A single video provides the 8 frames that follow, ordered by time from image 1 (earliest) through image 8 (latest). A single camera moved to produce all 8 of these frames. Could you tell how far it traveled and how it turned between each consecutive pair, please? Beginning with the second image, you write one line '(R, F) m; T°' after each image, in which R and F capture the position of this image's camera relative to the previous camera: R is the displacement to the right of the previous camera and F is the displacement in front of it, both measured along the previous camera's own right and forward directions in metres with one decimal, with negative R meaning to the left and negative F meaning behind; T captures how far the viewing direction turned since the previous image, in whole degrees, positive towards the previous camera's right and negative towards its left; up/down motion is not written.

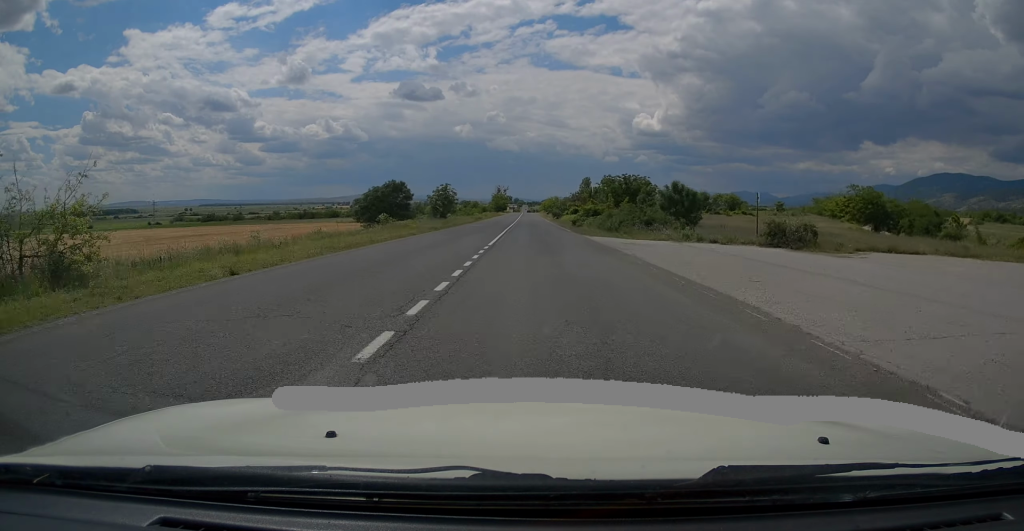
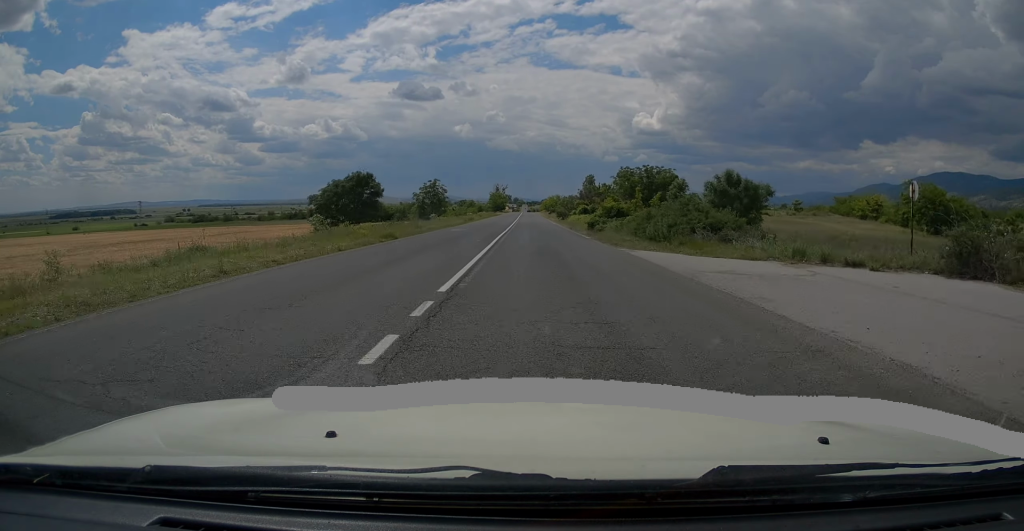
(-0.1, +12.3) m; +1°
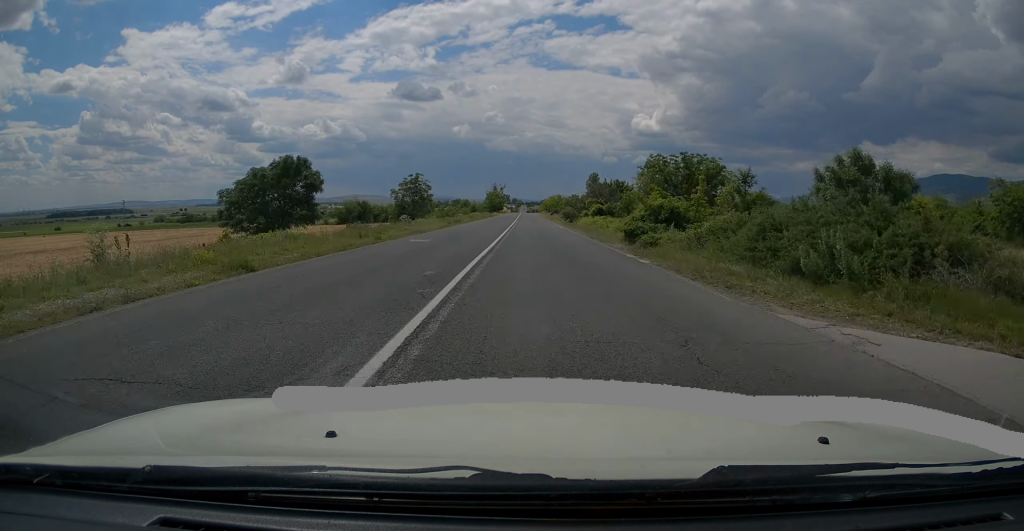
(+0.3, +13.8) m; 0°
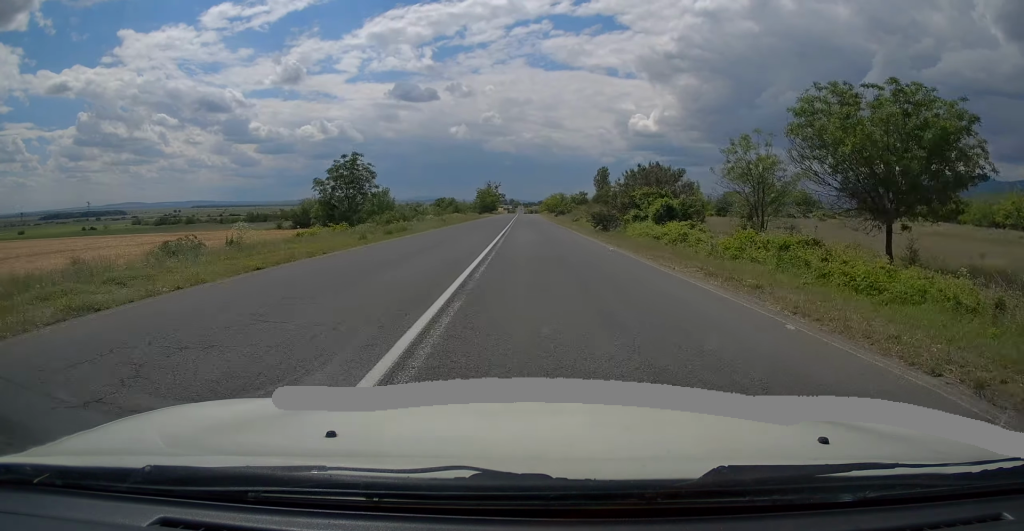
(-0.2, +26.1) m; 0°
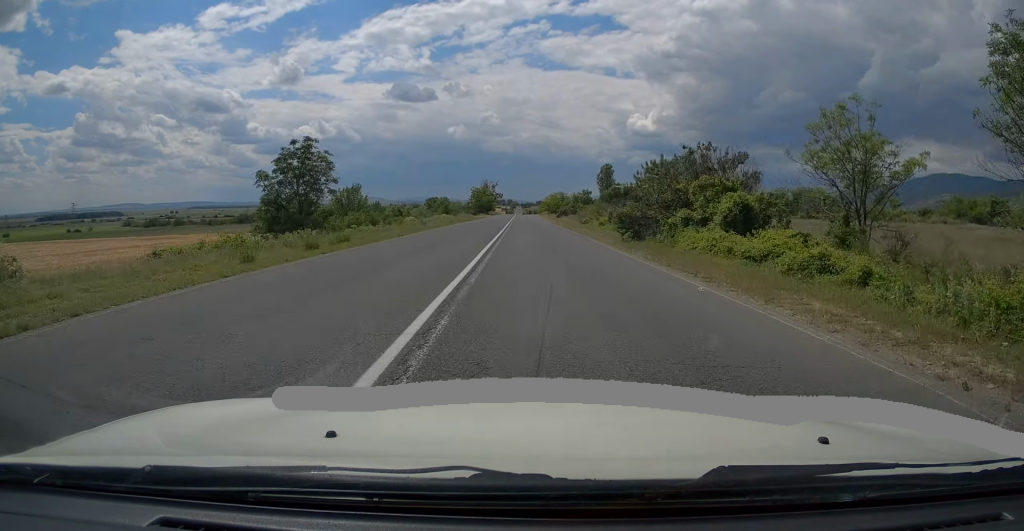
(0.0, +9.9) m; 0°
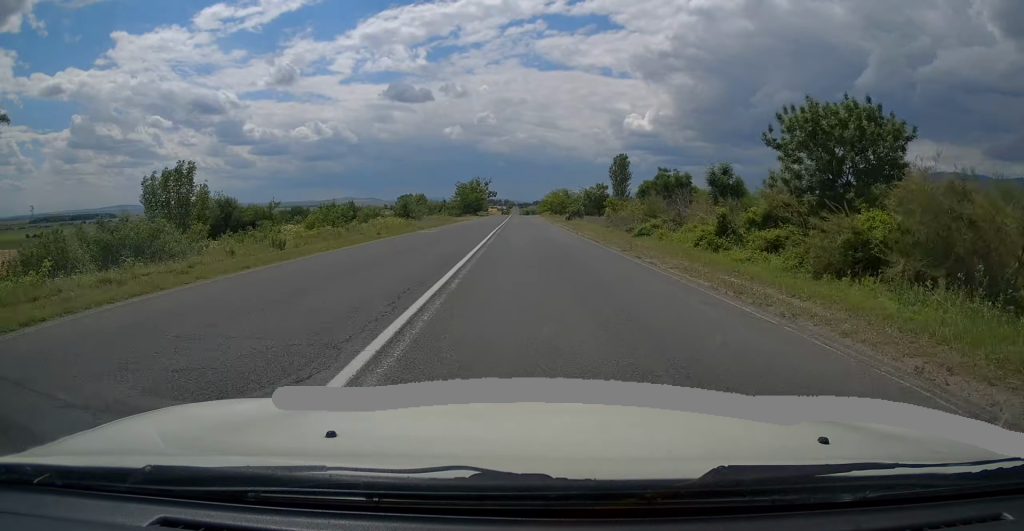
(+0.2, +25.9) m; 0°
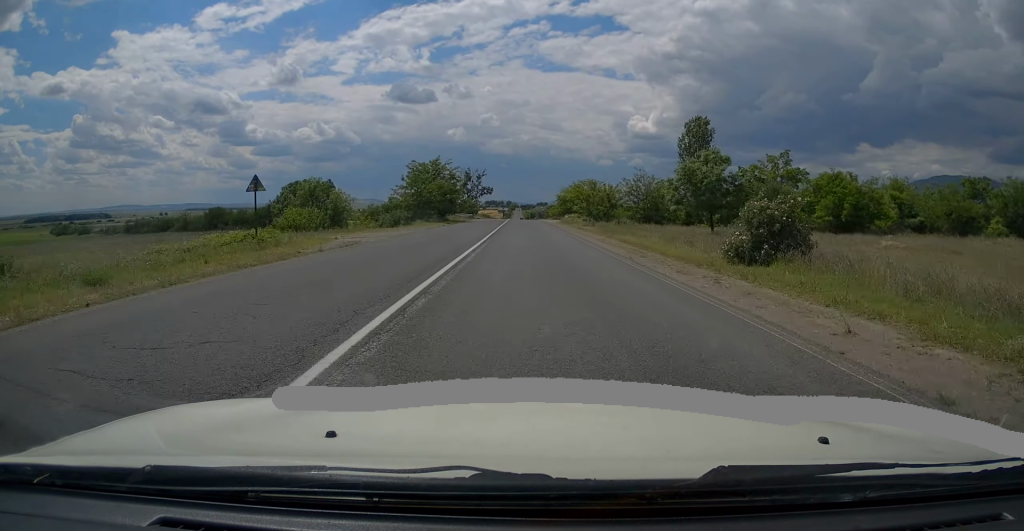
(-0.1, +51.1) m; -1°
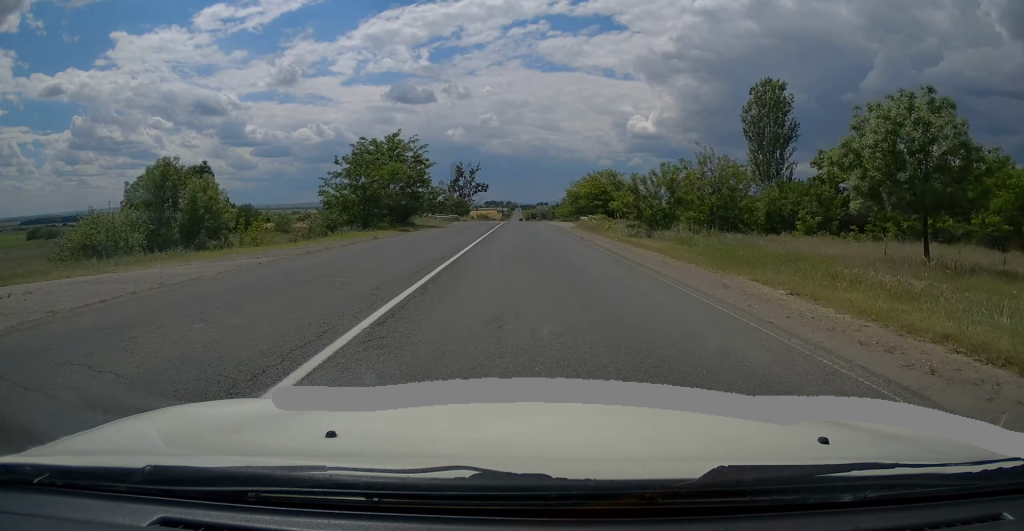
(-0.1, +20.8) m; 0°
